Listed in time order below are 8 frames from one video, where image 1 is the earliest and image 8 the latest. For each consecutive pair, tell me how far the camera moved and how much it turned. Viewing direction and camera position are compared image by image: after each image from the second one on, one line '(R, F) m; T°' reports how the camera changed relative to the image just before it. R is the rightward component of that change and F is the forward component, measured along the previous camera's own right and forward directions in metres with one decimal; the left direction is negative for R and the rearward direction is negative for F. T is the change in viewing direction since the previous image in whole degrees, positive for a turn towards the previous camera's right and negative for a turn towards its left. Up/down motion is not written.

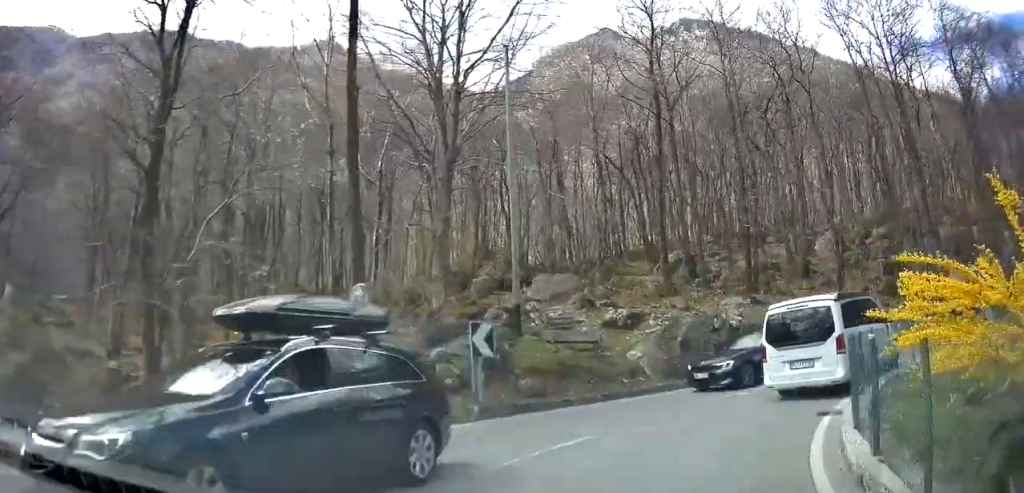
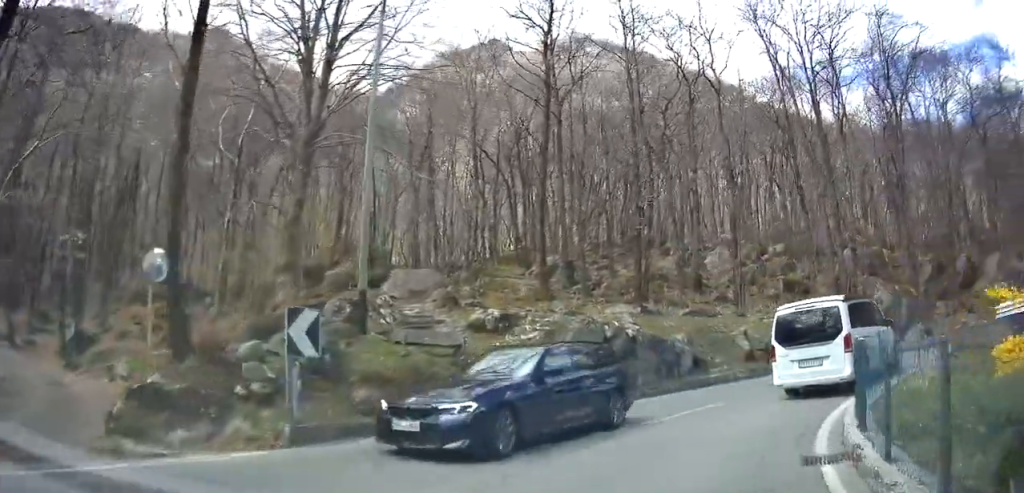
(+0.1, +3.2) m; +8°
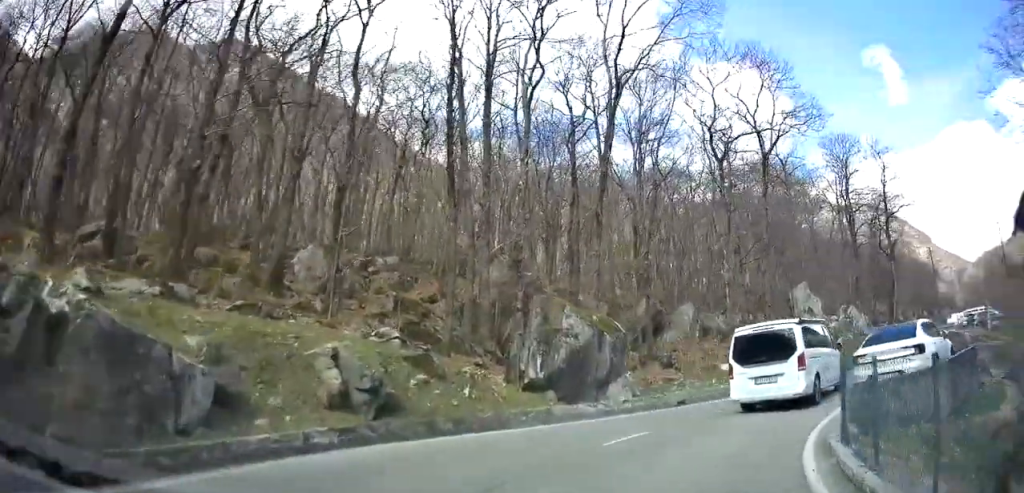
(+1.7, +5.6) m; +35°
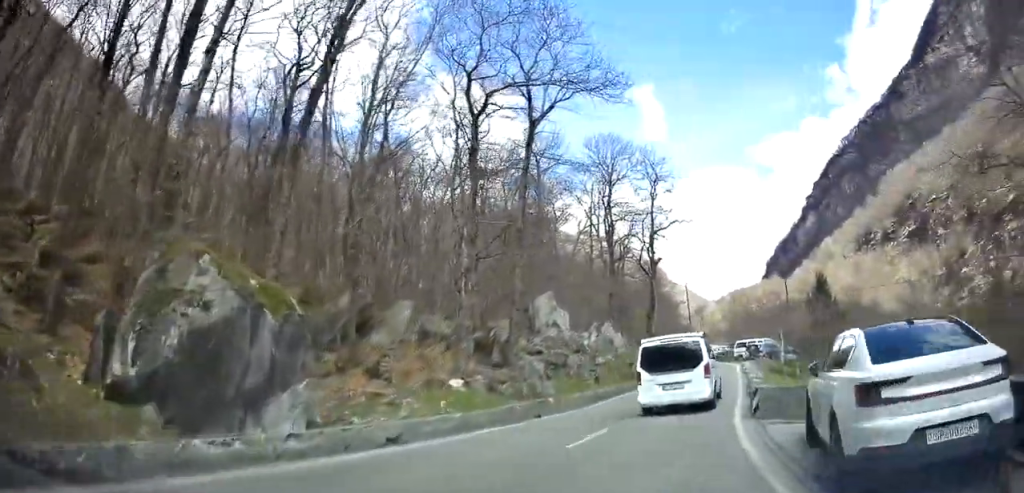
(+0.3, +7.9) m; +17°
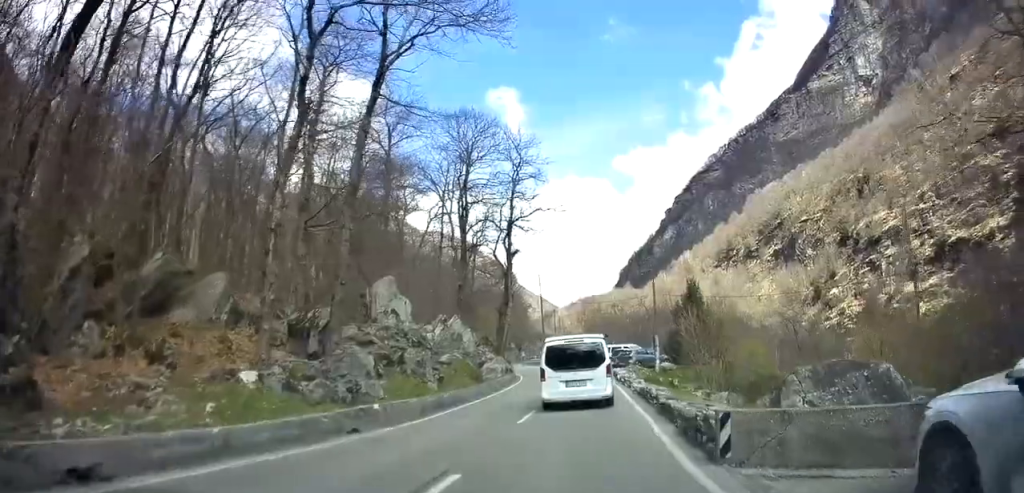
(+0.8, +4.7) m; +18°
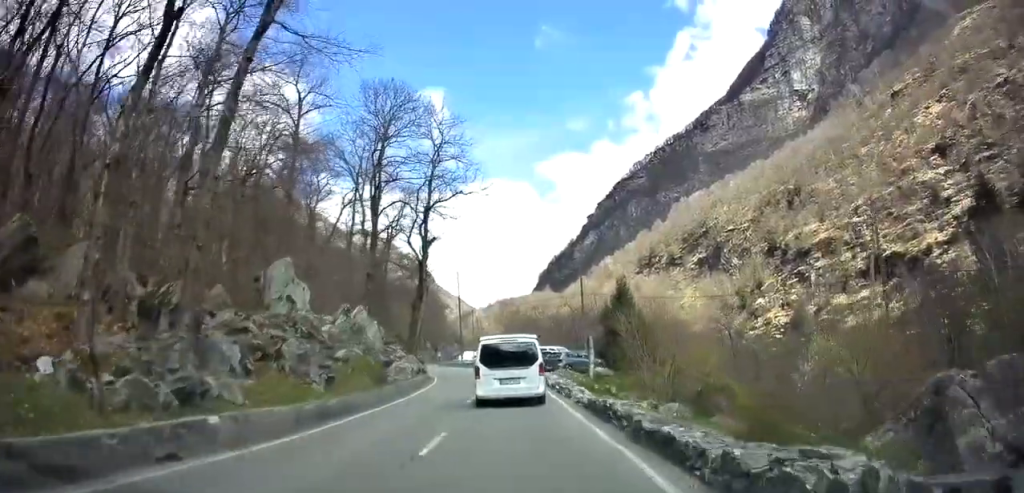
(+0.4, +3.8) m; +10°
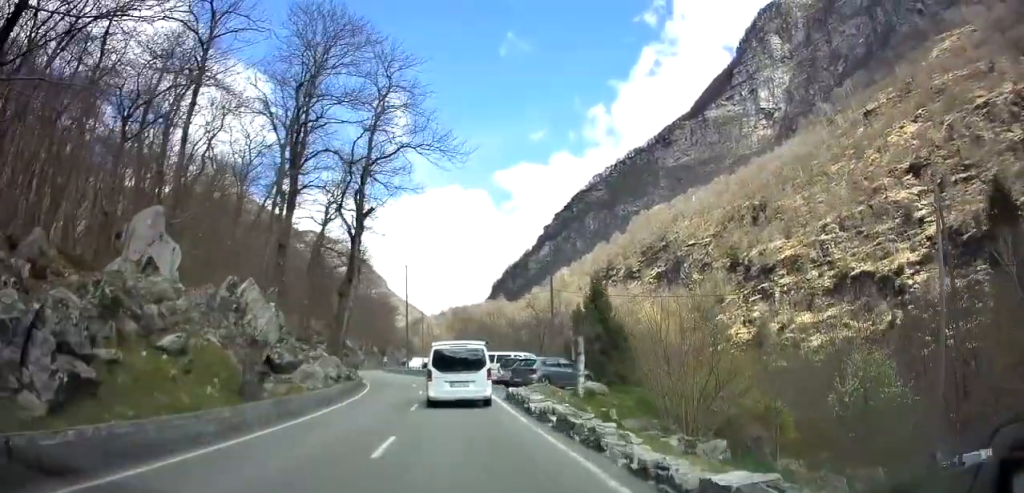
(+1.4, +7.8) m; +12°
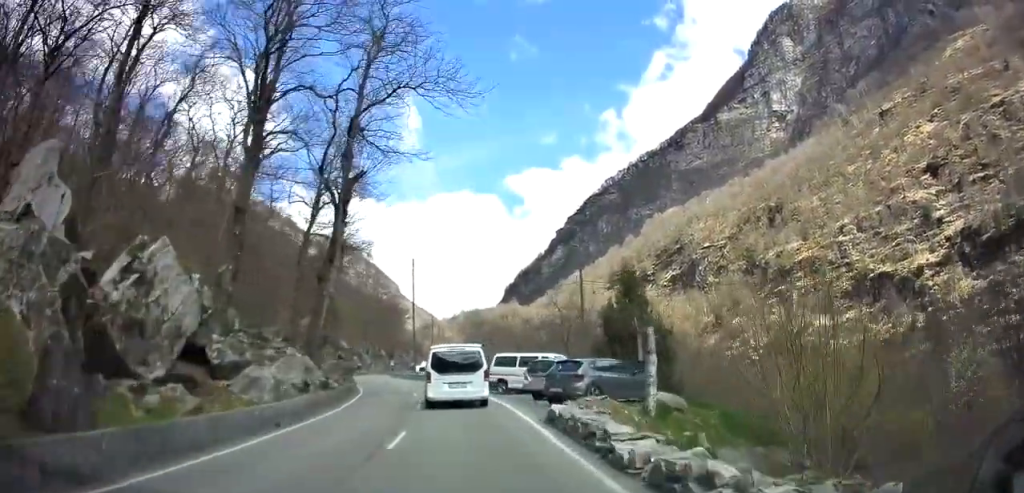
(-0.1, +5.5) m; -1°
